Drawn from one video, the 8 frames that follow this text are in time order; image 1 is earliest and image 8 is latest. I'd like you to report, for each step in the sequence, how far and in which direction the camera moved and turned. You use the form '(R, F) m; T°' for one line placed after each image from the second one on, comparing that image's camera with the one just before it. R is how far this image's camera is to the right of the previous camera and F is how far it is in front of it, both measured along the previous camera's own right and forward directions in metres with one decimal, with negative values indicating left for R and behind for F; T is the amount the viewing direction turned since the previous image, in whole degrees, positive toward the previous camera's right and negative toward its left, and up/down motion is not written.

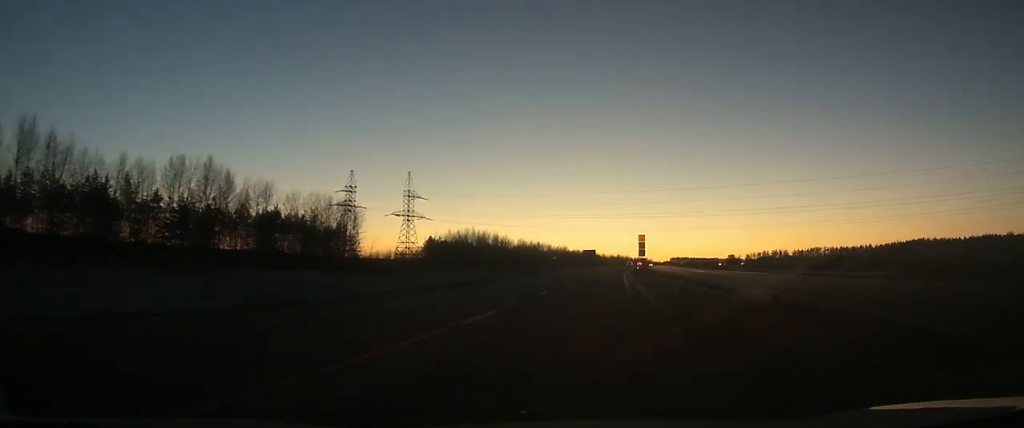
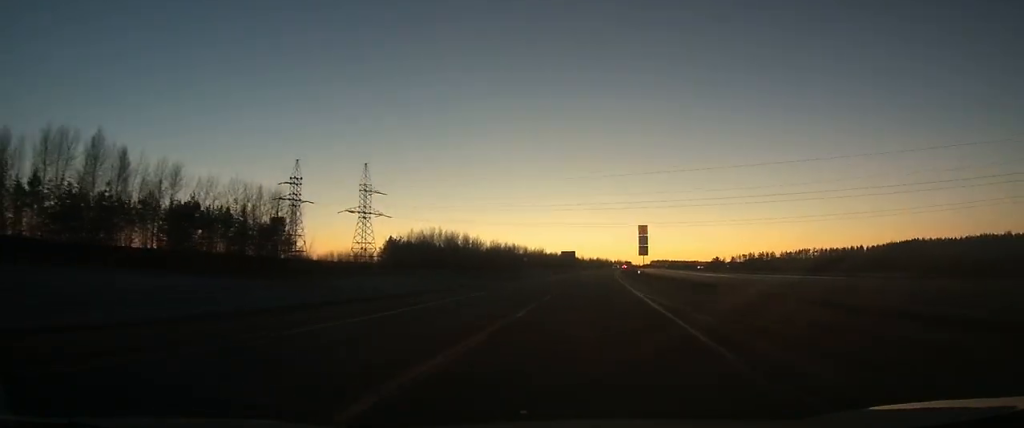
(+0.1, +21.8) m; +1°
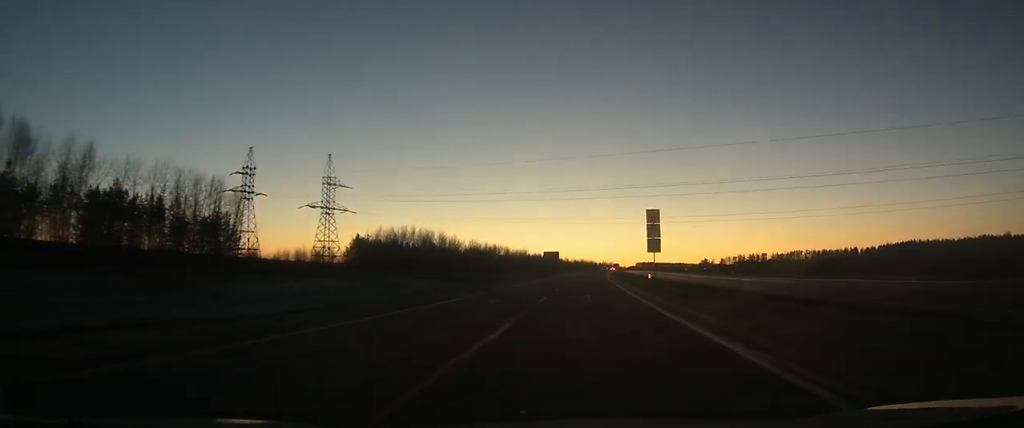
(+0.2, +16.0) m; +1°
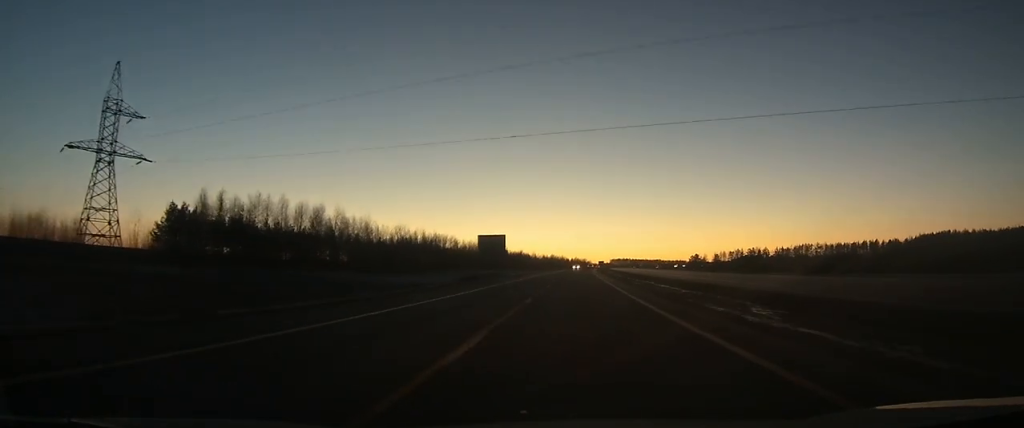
(+2.3, +72.1) m; +3°
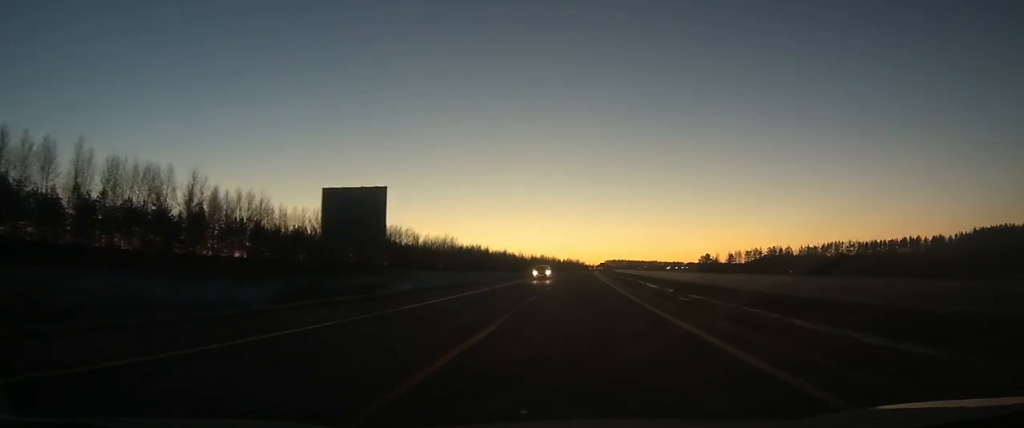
(+0.5, +57.6) m; +1°
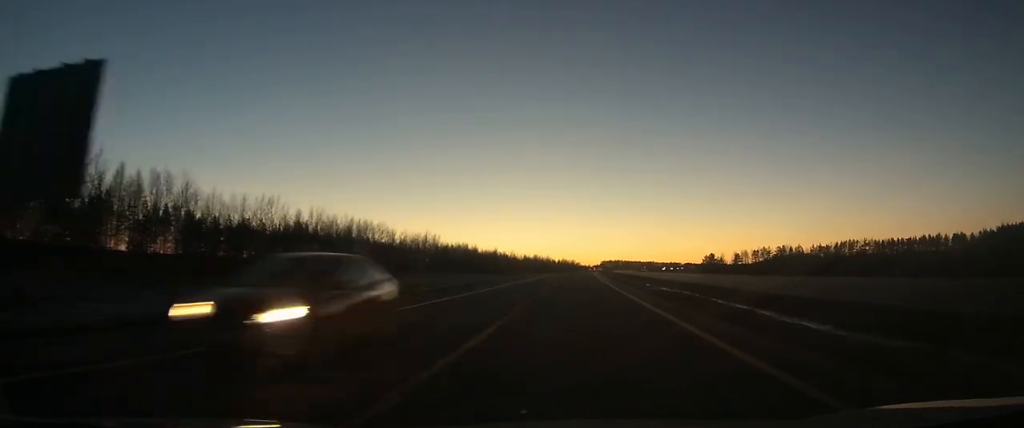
(0.0, +24.1) m; +1°
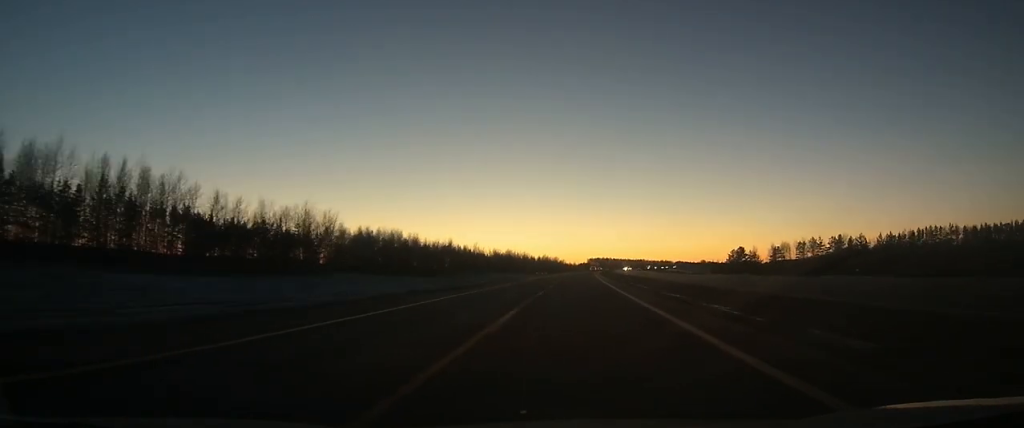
(+1.9, +89.3) m; +2°
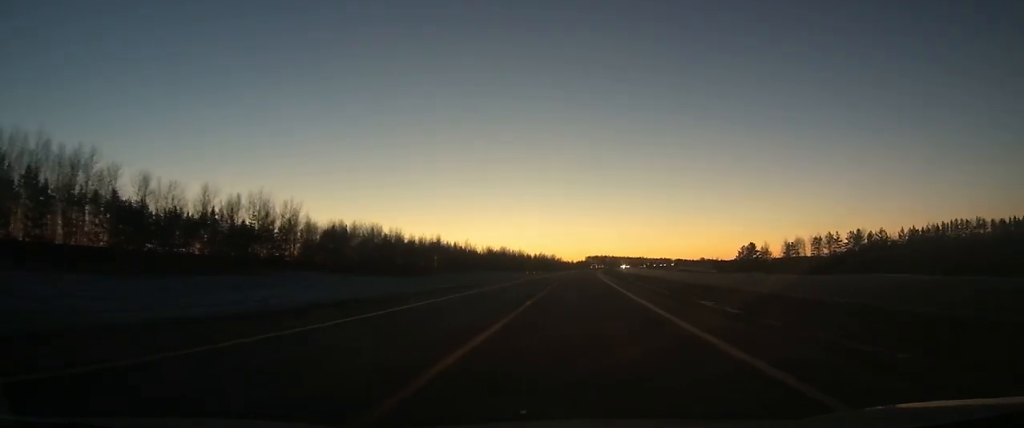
(0.0, +18.8) m; 0°
